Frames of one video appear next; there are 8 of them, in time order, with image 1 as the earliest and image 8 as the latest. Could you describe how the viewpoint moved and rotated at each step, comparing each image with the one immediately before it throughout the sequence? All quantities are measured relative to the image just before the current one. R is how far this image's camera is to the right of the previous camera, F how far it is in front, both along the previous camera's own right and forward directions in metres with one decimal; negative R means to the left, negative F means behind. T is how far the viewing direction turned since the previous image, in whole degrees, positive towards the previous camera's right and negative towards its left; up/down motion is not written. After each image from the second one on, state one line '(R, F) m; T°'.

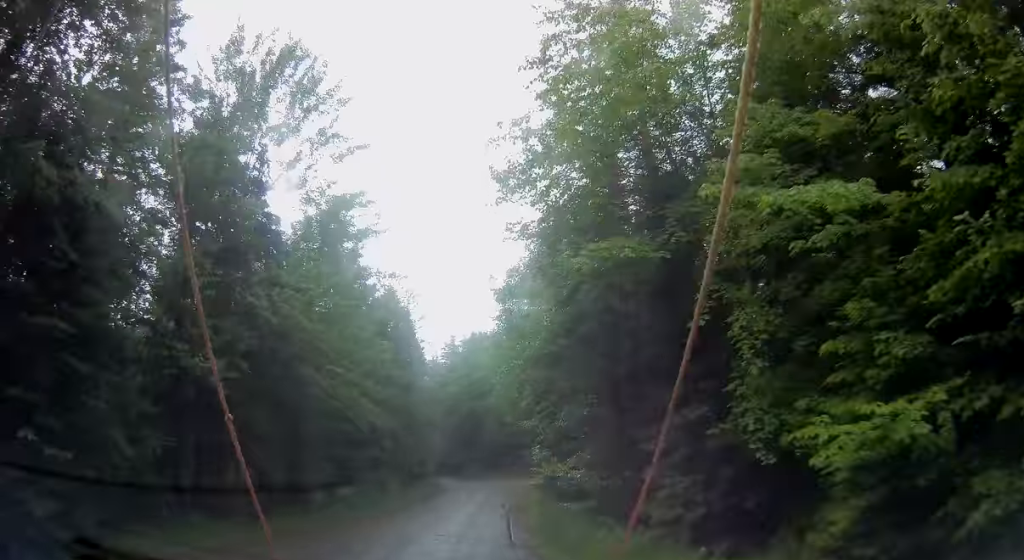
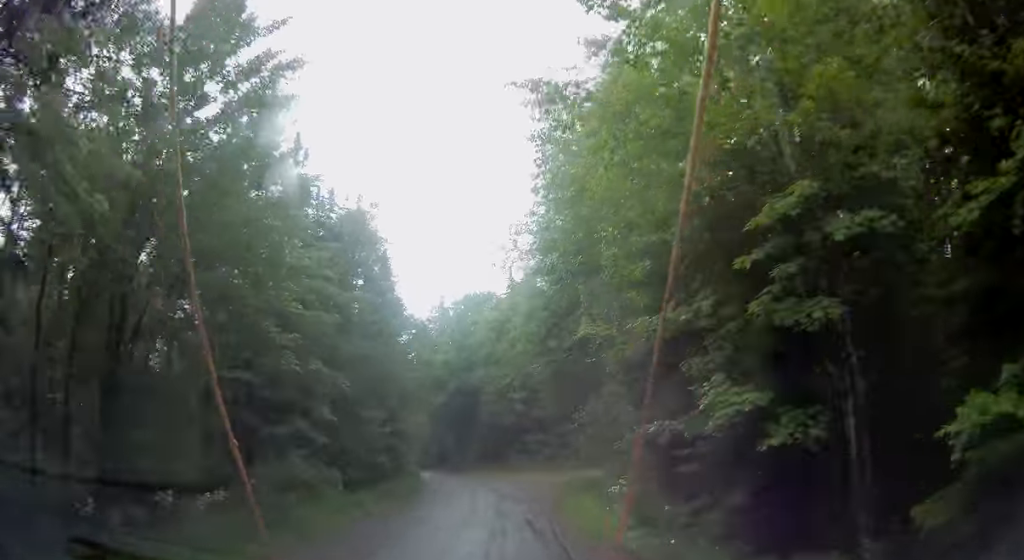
(-0.4, +14.4) m; -1°
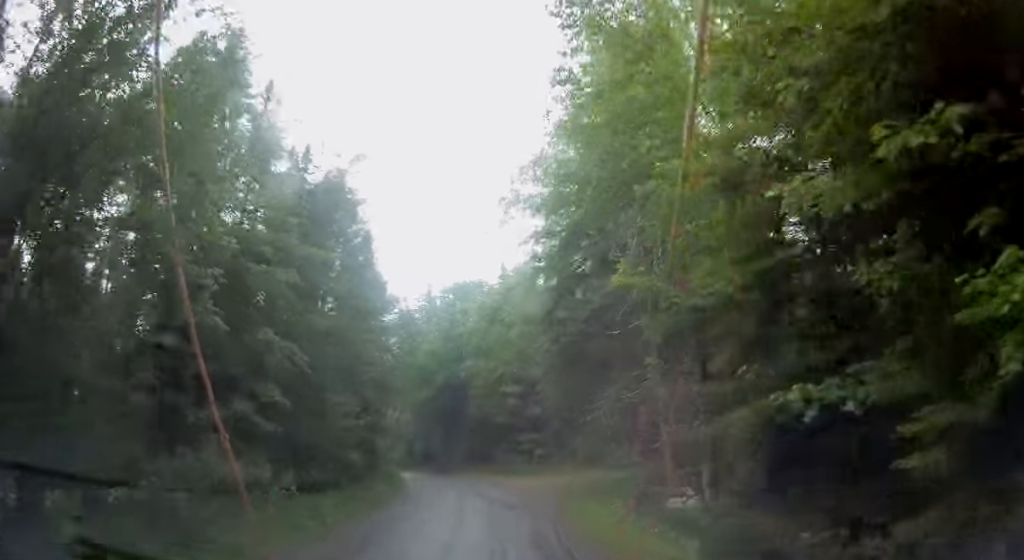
(0.0, +4.3) m; +1°
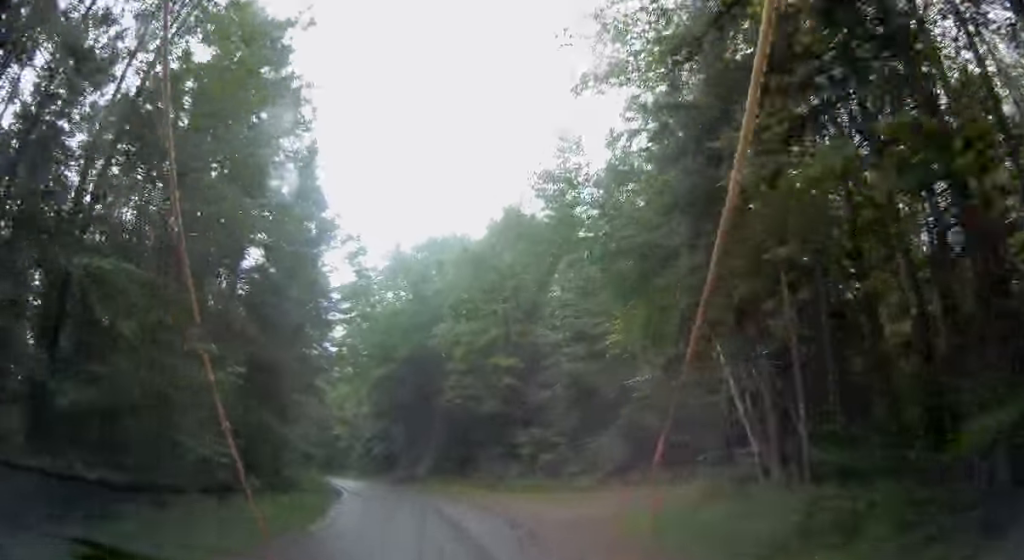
(+0.6, +14.2) m; +7°
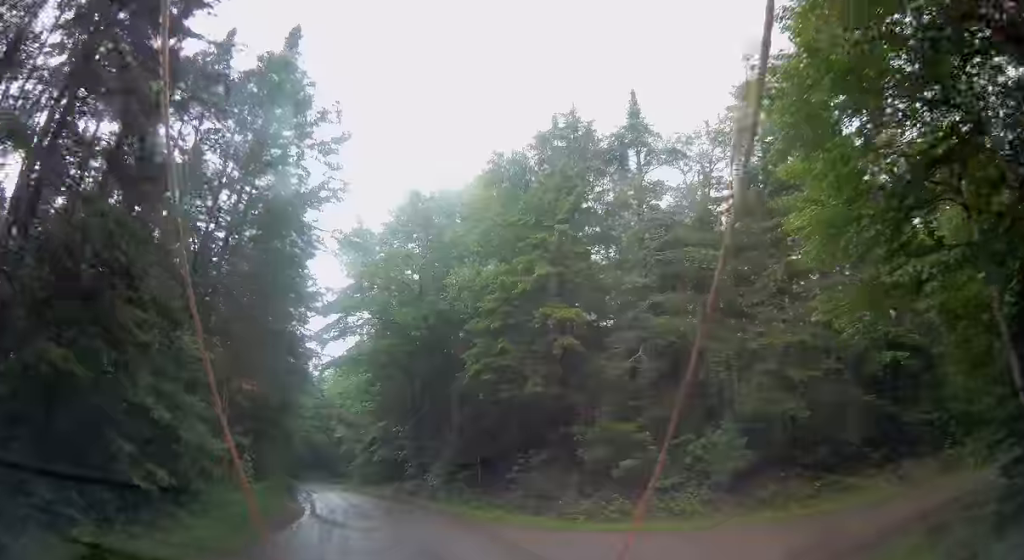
(+0.4, +10.5) m; -2°
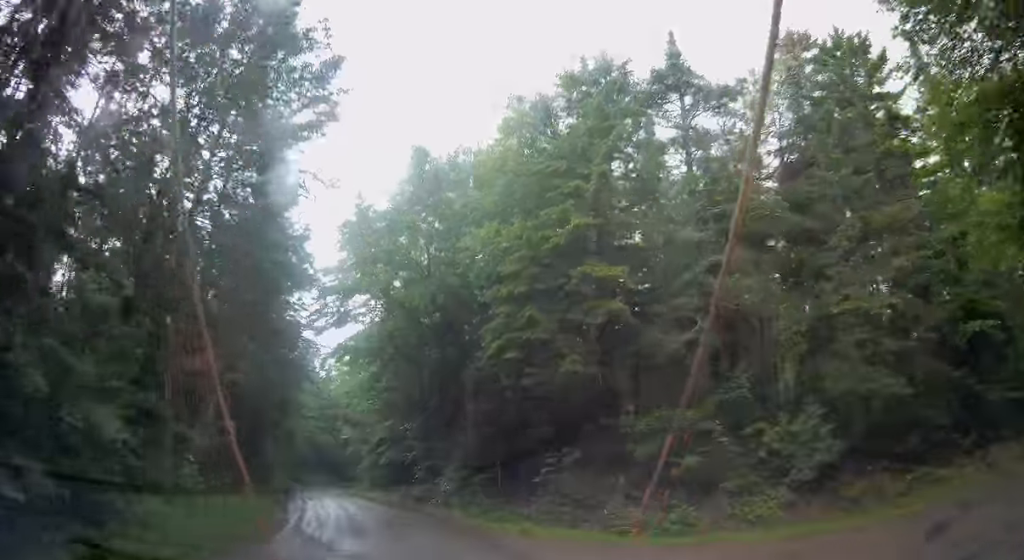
(-0.1, +3.8) m; -3°
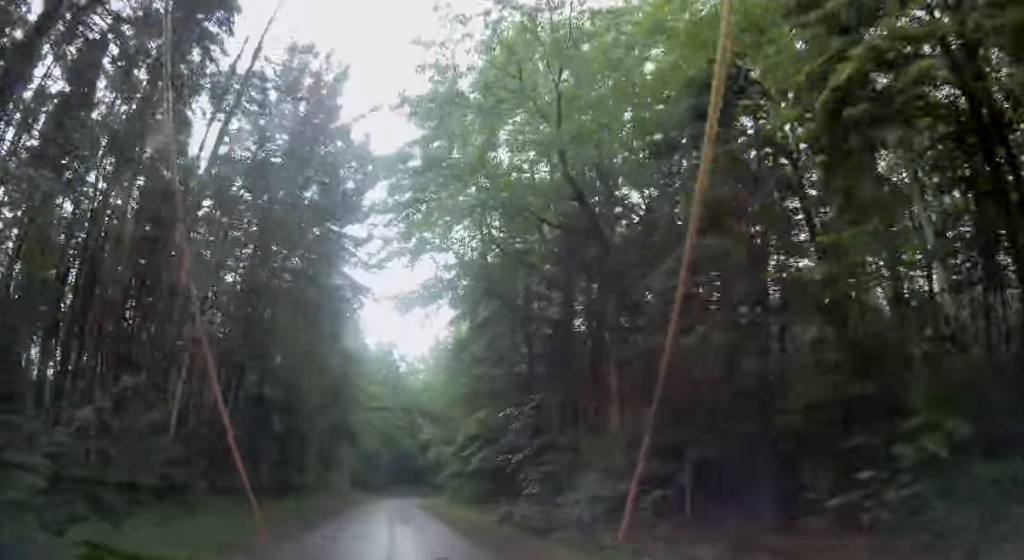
(-0.8, +11.3) m; -6°
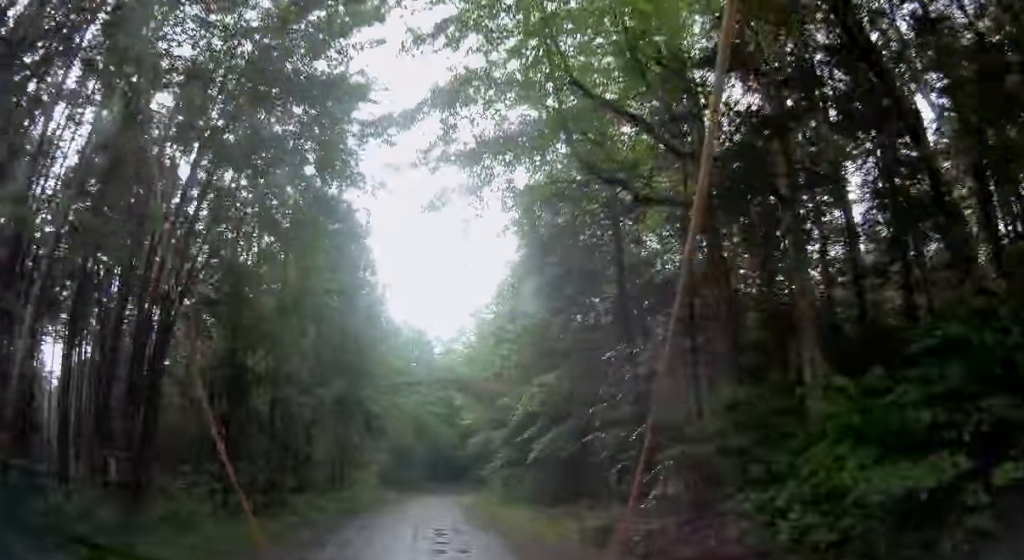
(-0.1, +8.0) m; -3°
